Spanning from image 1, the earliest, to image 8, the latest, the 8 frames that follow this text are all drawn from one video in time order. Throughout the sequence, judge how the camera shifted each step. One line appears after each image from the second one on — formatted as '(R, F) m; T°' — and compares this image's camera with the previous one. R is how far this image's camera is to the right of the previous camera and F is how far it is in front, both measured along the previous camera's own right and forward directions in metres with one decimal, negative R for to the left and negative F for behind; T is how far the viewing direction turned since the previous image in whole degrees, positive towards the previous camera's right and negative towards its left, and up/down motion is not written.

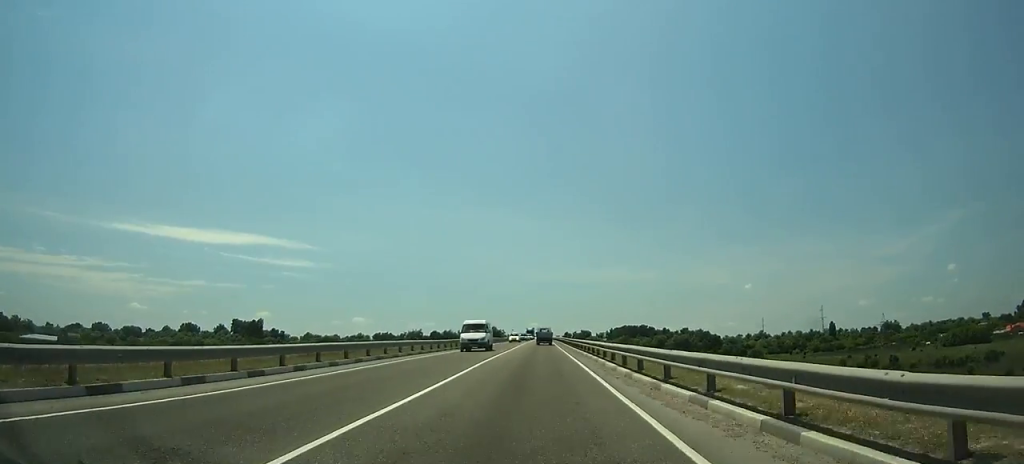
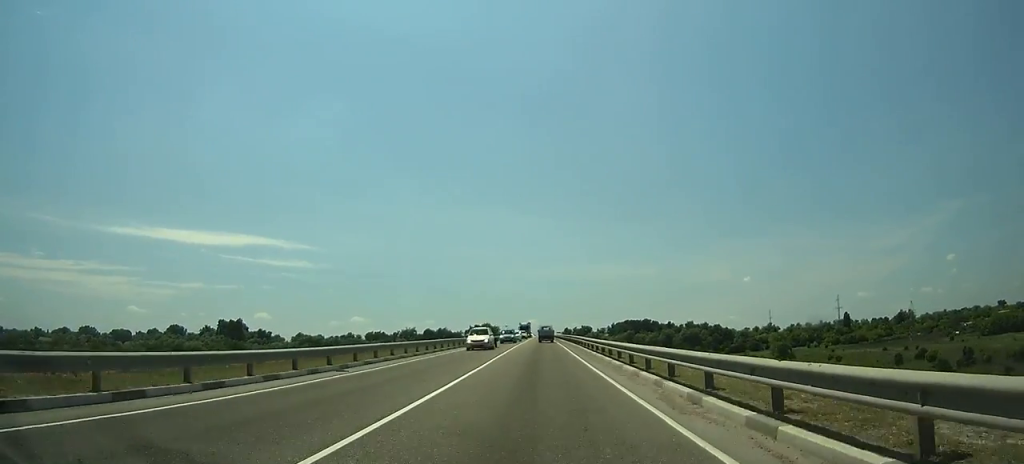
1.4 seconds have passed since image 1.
(-0.1, +28.0) m; 0°
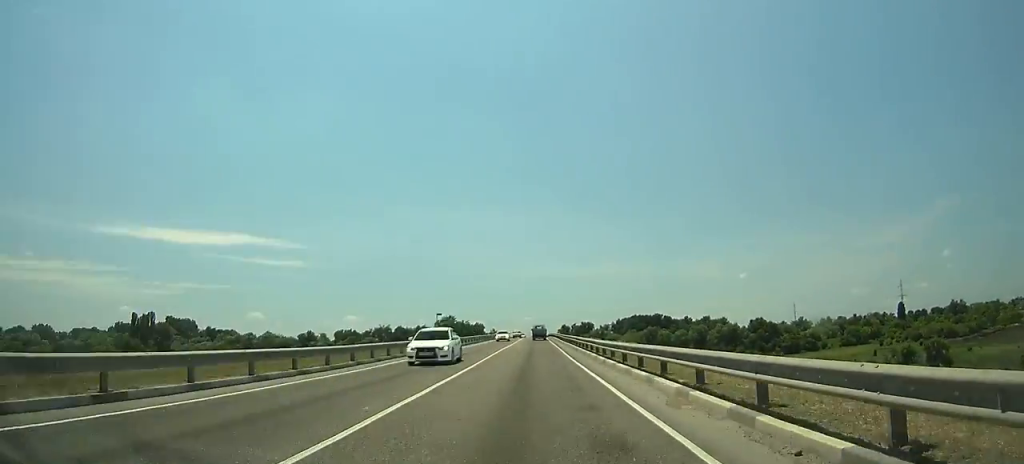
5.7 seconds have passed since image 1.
(+0.6, +83.5) m; 0°
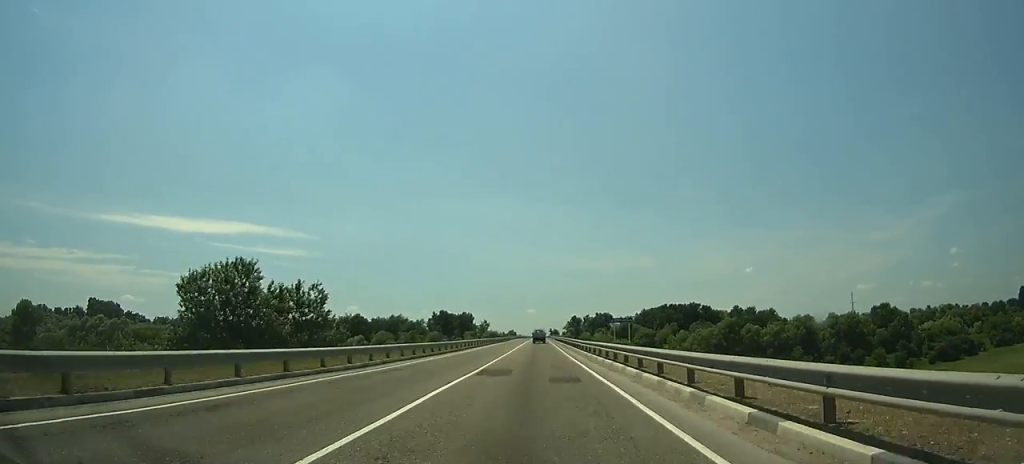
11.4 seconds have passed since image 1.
(-0.6, +114.6) m; 0°
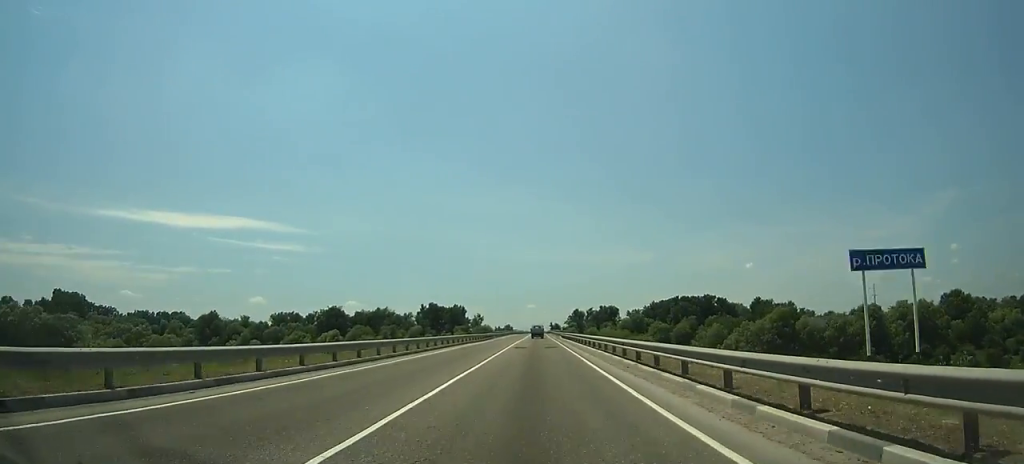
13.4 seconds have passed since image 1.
(-0.1, +41.1) m; 0°
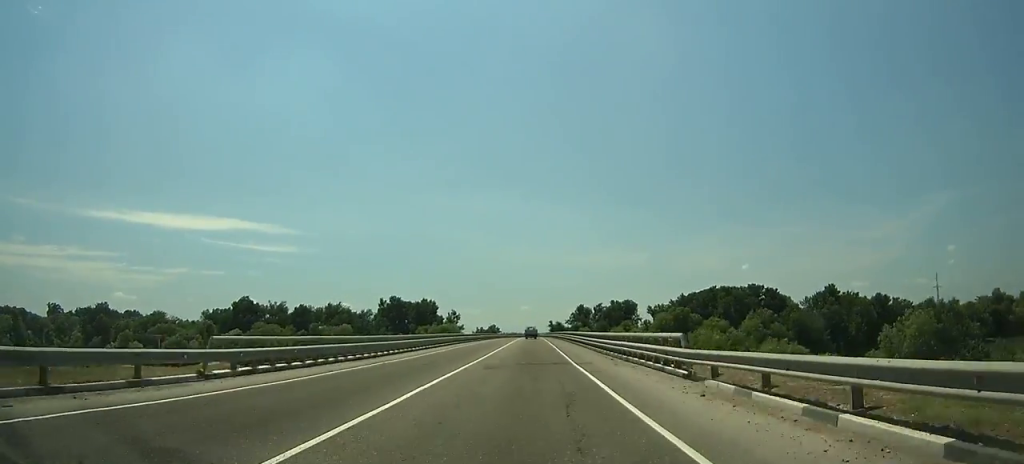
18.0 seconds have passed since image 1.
(+1.0, +96.7) m; +1°
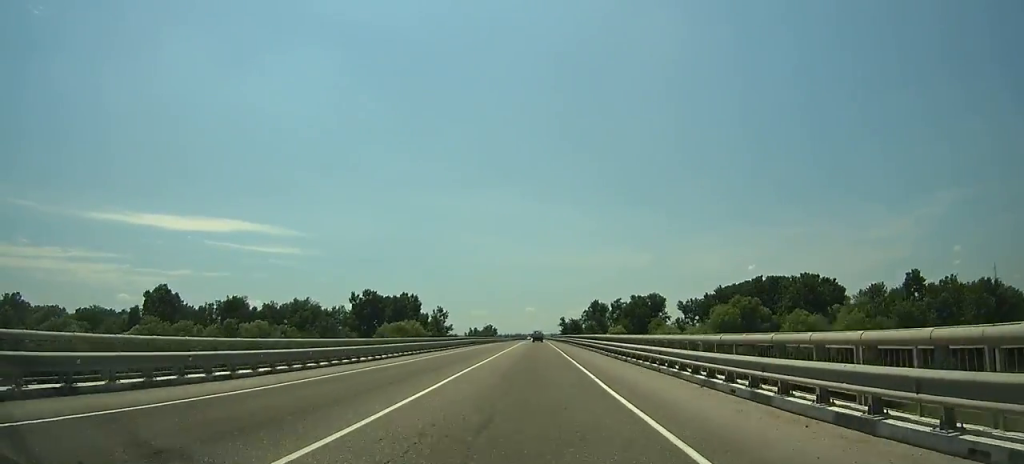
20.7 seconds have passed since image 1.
(0.0, +58.3) m; 0°
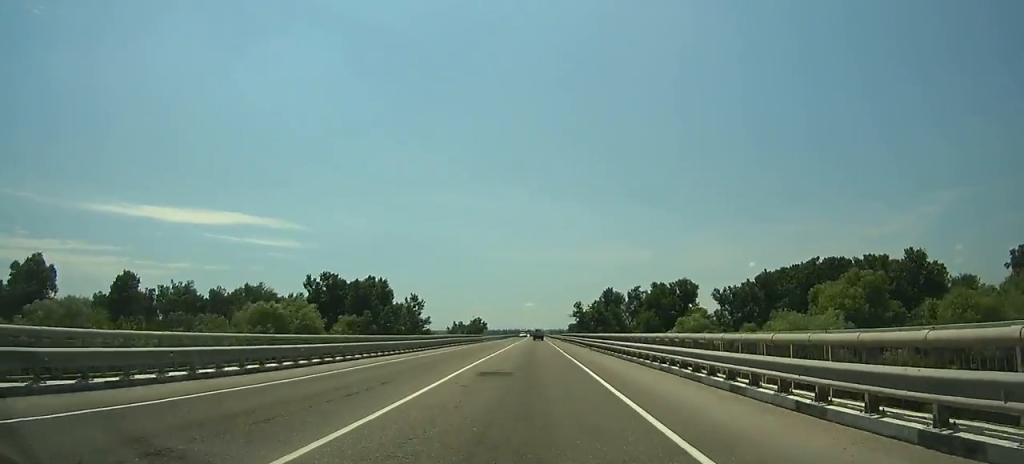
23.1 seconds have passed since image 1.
(-0.1, +52.9) m; 0°
